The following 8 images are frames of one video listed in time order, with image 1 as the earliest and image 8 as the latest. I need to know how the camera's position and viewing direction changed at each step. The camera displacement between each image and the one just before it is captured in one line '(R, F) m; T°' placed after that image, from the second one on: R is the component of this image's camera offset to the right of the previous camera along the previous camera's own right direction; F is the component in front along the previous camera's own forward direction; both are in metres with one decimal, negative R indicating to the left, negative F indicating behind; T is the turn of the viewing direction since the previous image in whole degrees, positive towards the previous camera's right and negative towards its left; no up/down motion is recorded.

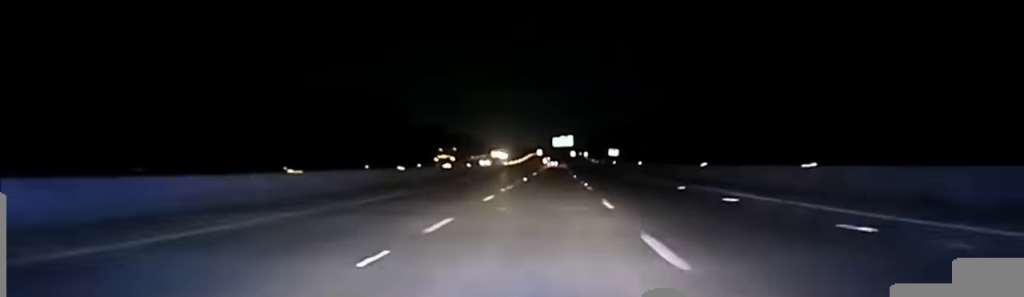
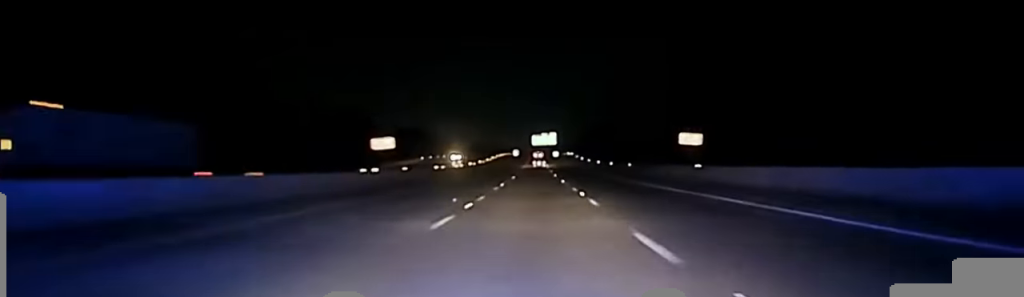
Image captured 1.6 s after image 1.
(+1.0, +82.3) m; +1°
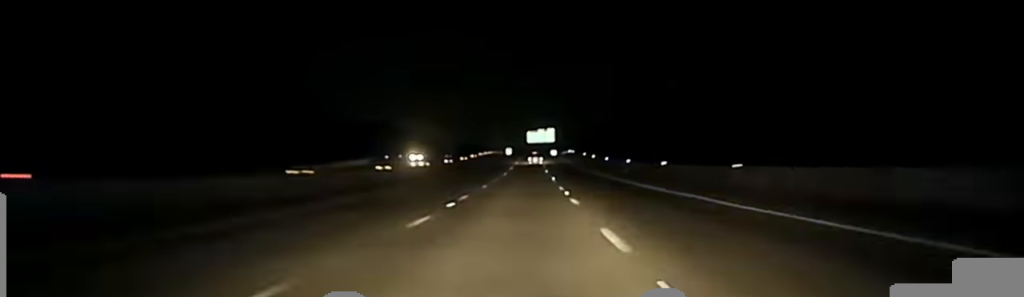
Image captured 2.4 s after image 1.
(+0.2, +47.4) m; -1°
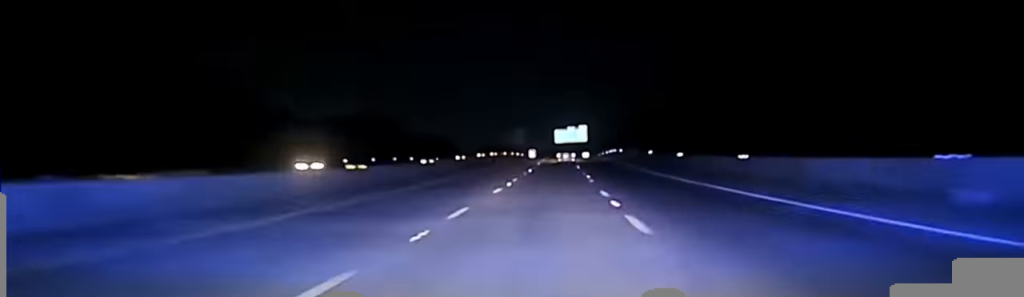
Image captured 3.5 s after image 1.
(-0.8, +61.4) m; -2°
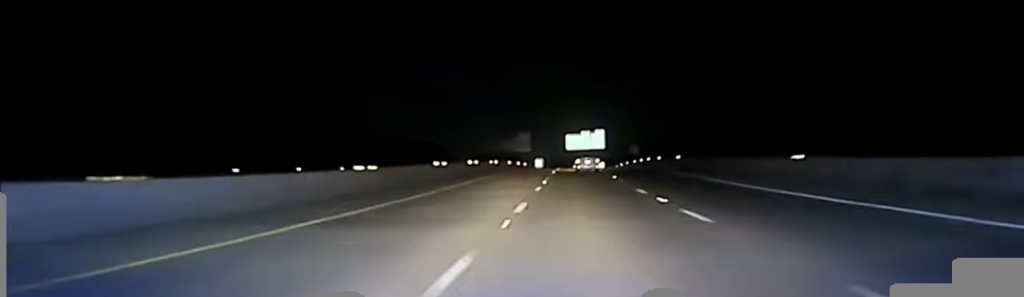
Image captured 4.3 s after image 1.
(-0.5, +45.5) m; 0°
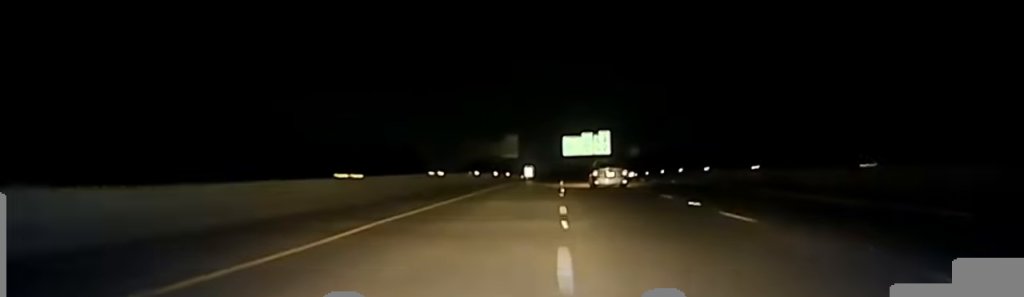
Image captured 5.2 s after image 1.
(+0.4, +48.1) m; +1°
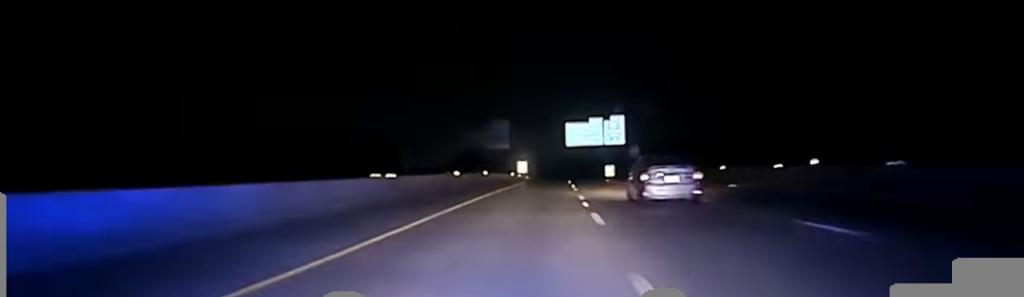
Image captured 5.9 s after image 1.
(+0.2, +40.8) m; +1°
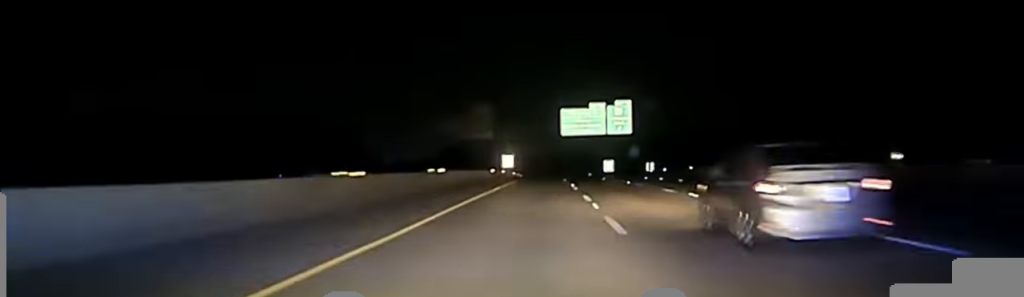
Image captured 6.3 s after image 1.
(0.0, +27.5) m; 0°
